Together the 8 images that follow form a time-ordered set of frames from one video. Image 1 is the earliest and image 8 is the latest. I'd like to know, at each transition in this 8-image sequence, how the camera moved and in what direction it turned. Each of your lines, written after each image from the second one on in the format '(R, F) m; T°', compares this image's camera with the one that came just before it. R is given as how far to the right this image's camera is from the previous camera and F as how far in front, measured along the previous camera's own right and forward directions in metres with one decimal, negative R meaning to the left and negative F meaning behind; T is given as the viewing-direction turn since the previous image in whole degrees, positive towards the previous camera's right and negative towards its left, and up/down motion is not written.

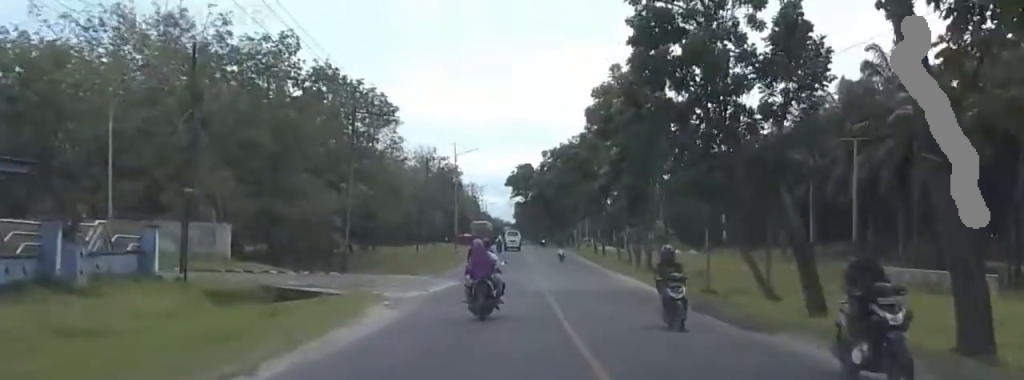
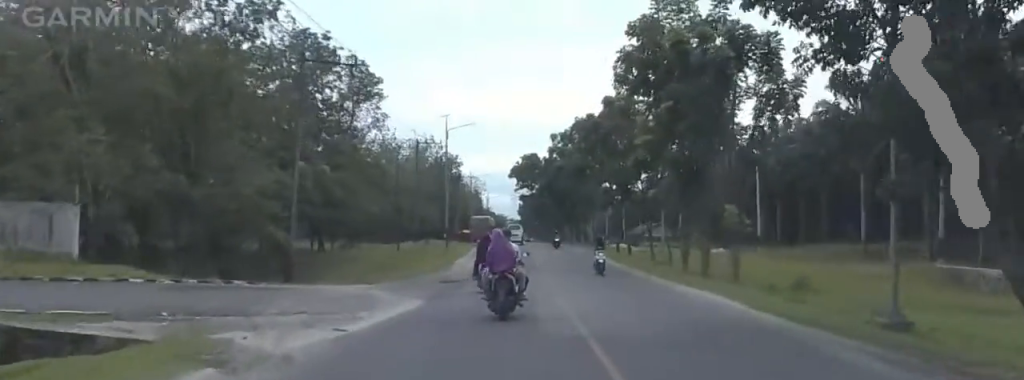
(0.0, +12.7) m; 0°
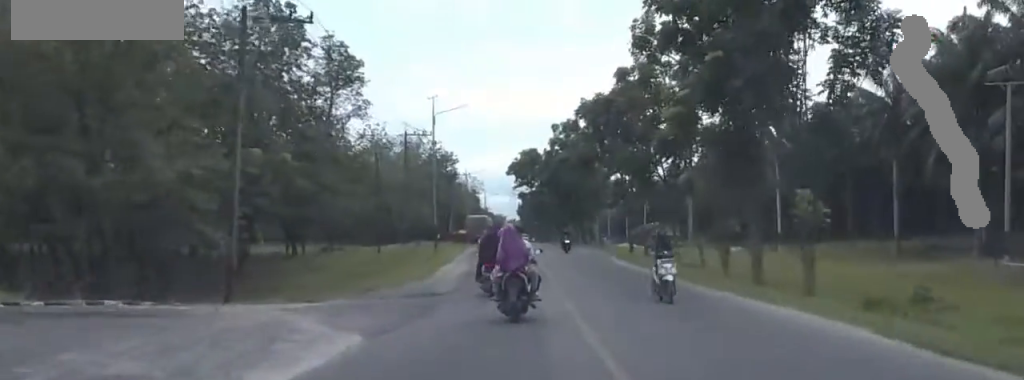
(0.0, +7.4) m; 0°
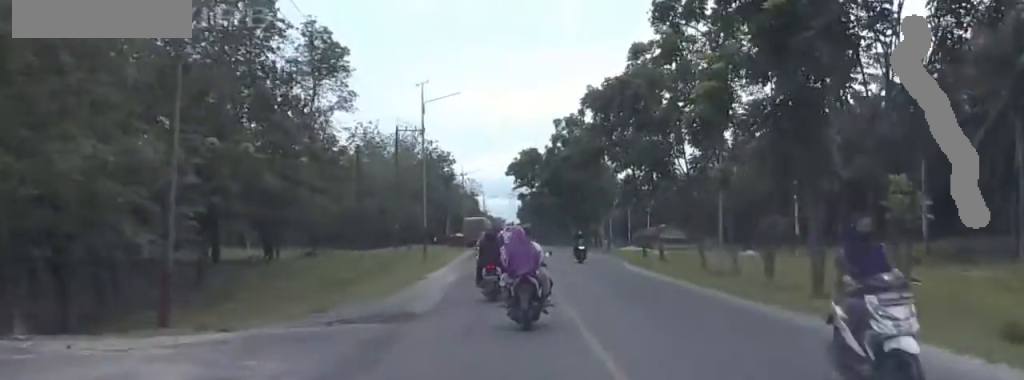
(0.0, +5.4) m; 0°
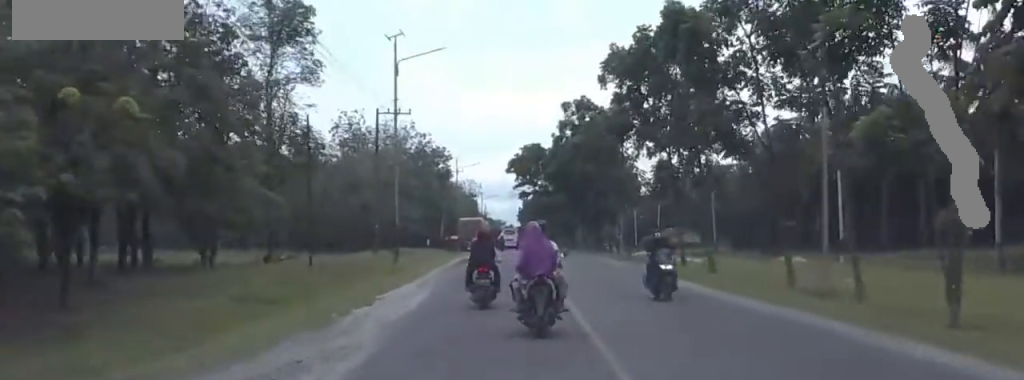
(0.0, +10.8) m; 0°
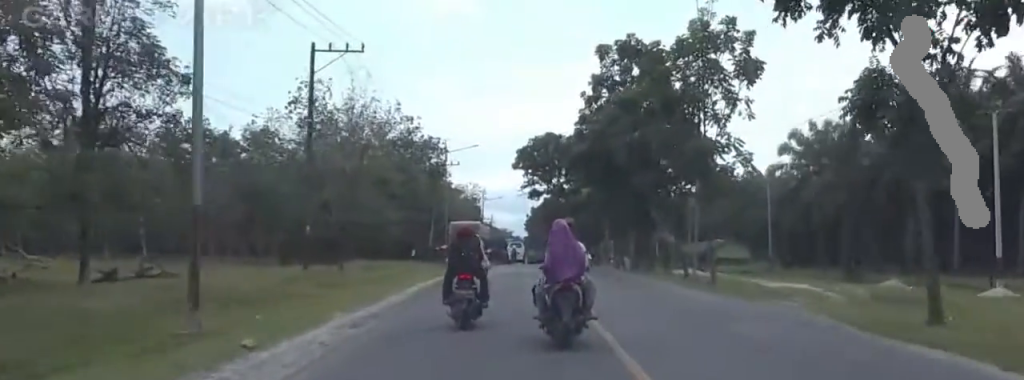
(0.0, +22.9) m; 0°
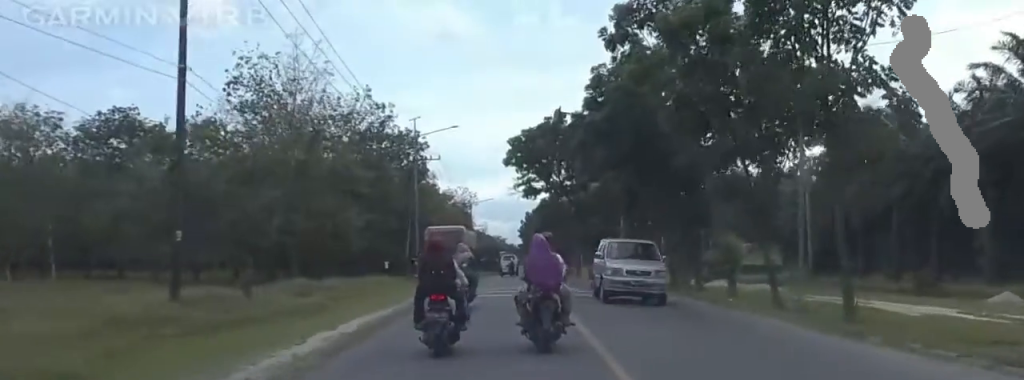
(0.0, +16.0) m; 0°
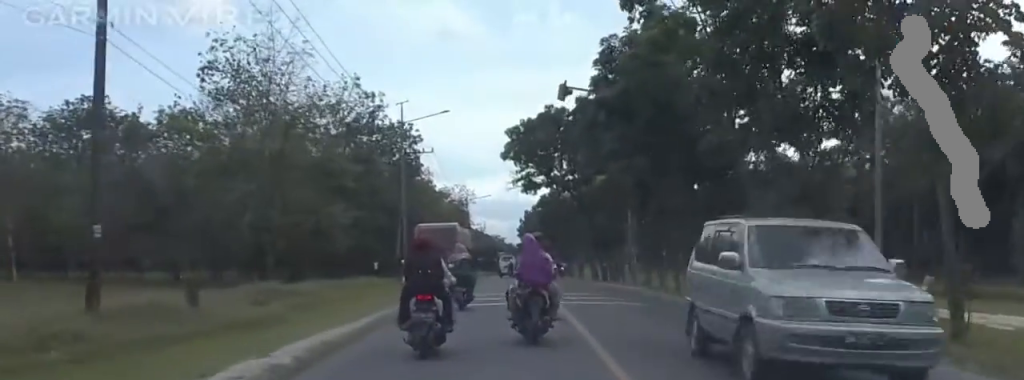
(0.0, +5.8) m; 0°
